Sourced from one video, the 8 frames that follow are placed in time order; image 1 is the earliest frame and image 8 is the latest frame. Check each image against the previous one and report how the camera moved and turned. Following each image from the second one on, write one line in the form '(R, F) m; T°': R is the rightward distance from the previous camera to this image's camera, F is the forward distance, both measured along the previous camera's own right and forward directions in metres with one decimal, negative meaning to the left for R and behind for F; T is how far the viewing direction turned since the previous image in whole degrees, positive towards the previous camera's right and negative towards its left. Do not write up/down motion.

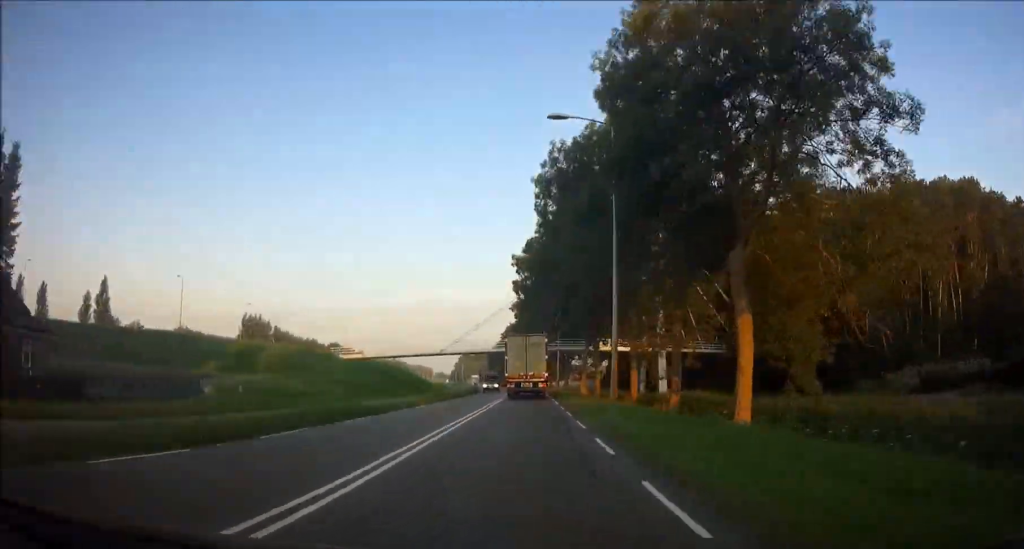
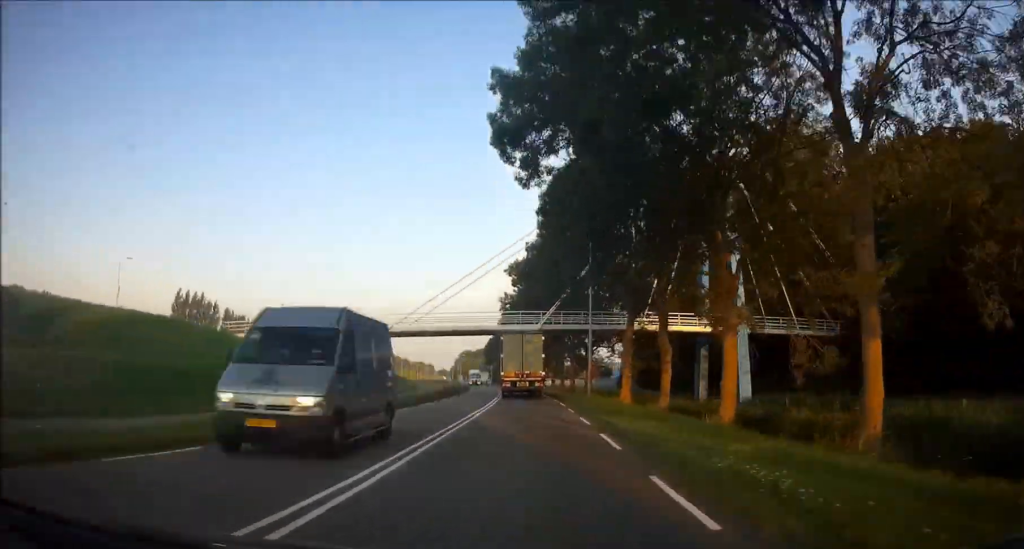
(-0.4, +29.6) m; 0°
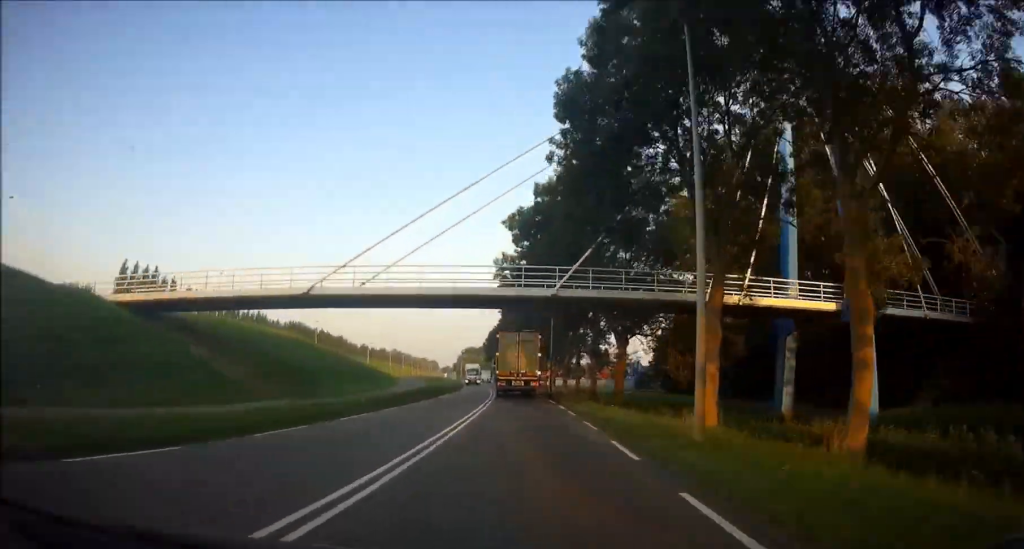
(+0.1, +18.9) m; -1°
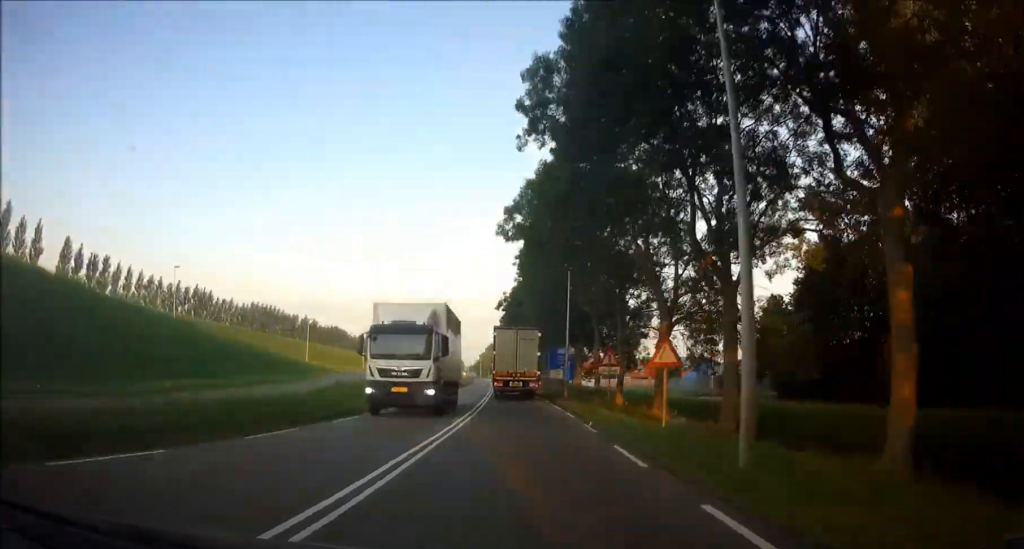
(-0.6, +41.9) m; -2°
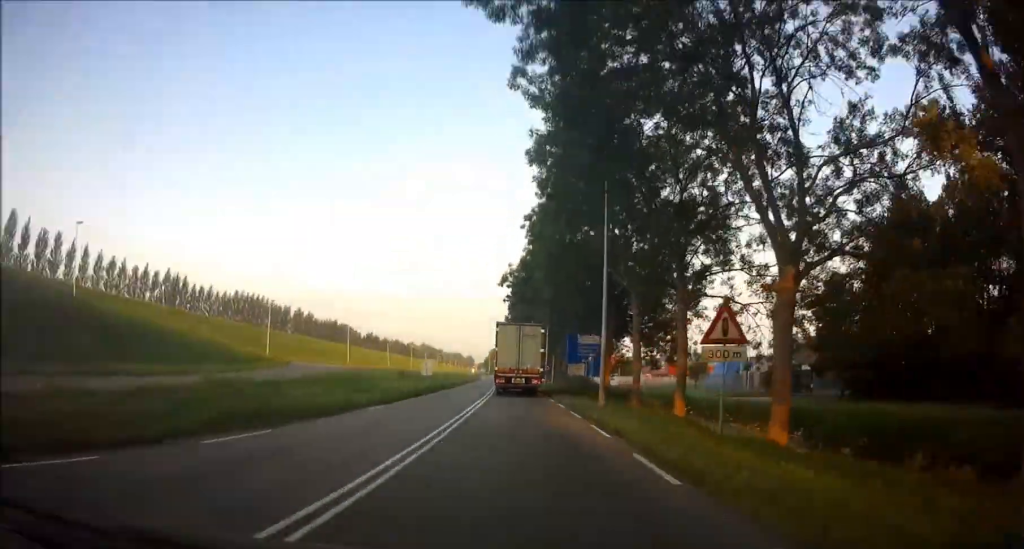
(-0.1, +13.8) m; -1°
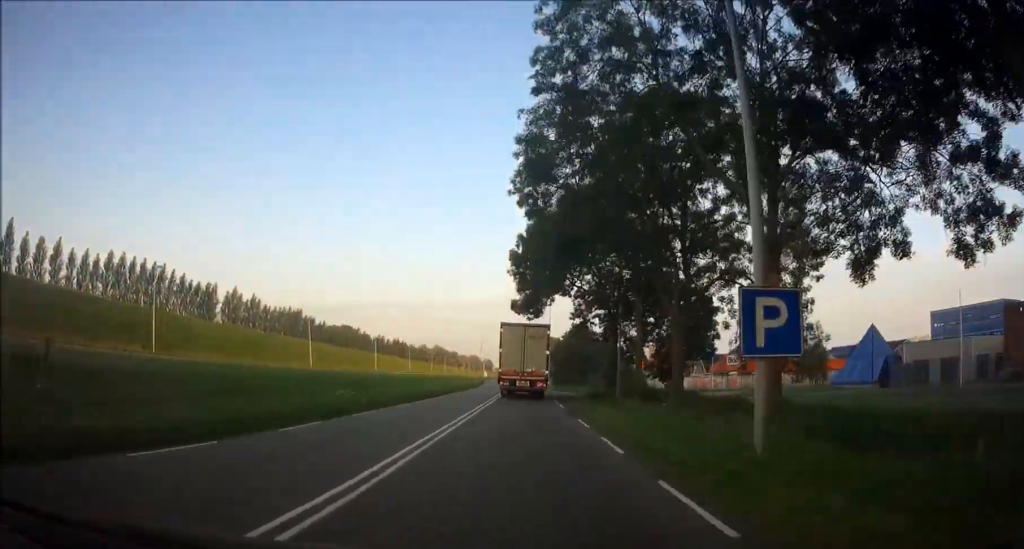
(-0.5, +50.6) m; -1°
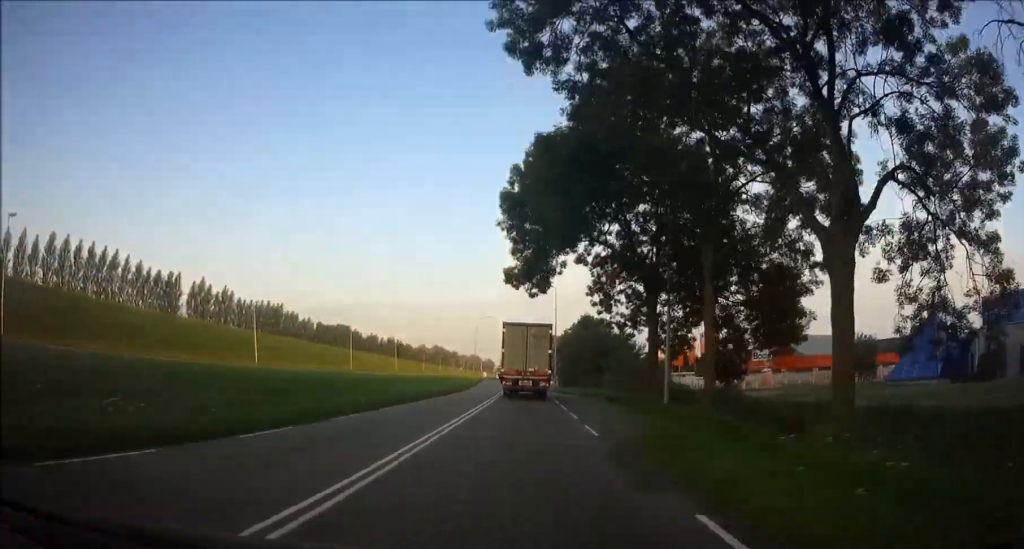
(0.0, +14.5) m; 0°
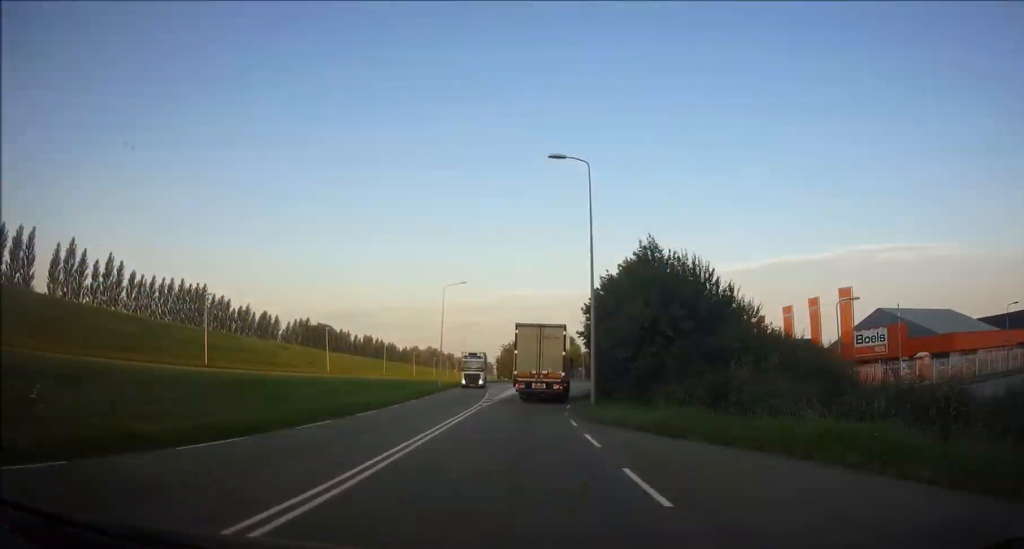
(-0.2, +39.7) m; 0°
